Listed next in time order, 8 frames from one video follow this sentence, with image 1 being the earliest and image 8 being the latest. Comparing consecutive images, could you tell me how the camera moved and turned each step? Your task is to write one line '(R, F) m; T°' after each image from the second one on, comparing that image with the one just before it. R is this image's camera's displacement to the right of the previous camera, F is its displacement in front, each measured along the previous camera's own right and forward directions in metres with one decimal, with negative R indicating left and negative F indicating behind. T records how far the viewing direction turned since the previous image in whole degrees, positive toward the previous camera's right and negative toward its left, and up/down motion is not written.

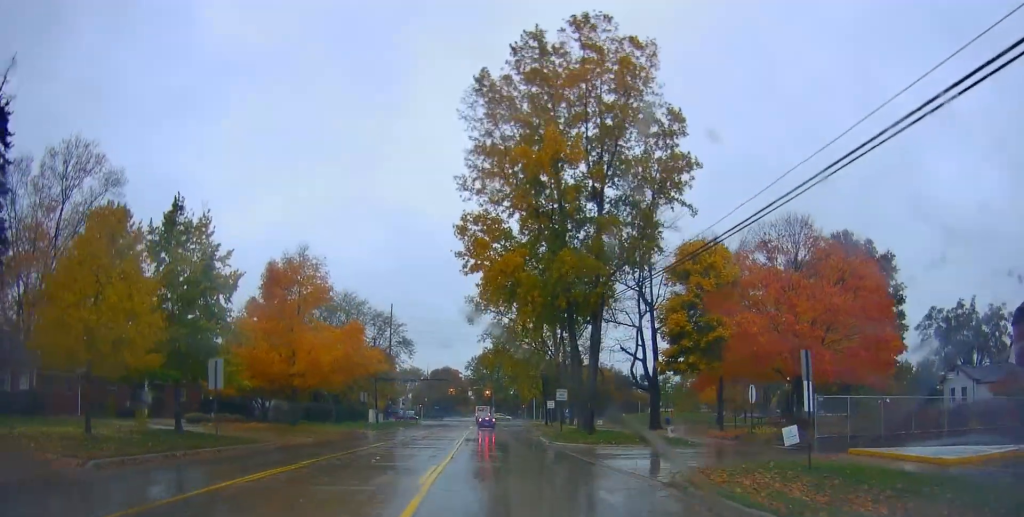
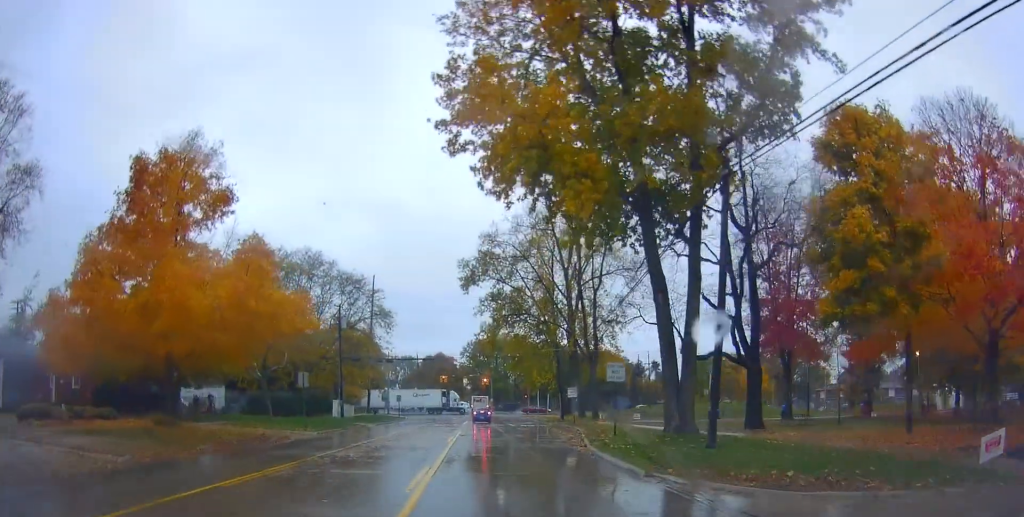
(-0.9, +15.6) m; -5°
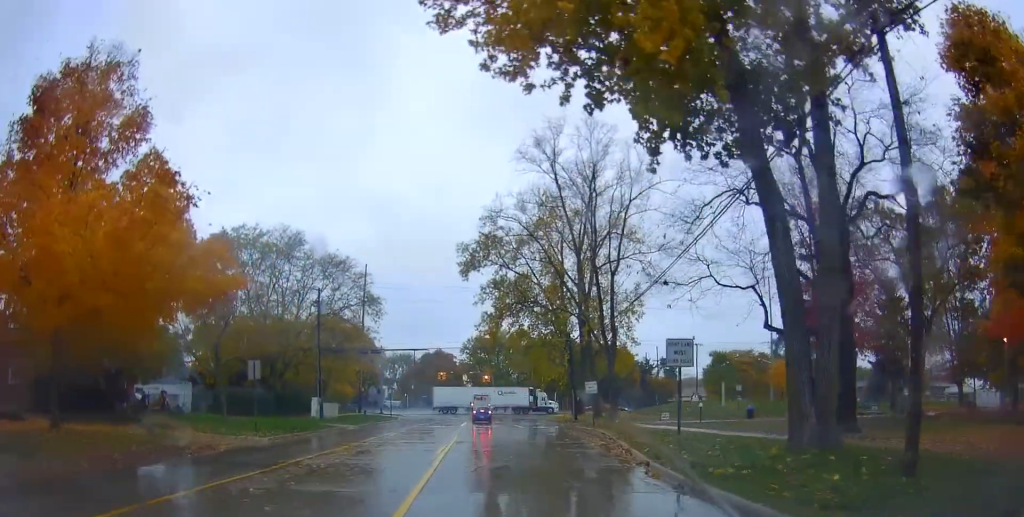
(-0.2, +7.5) m; -1°
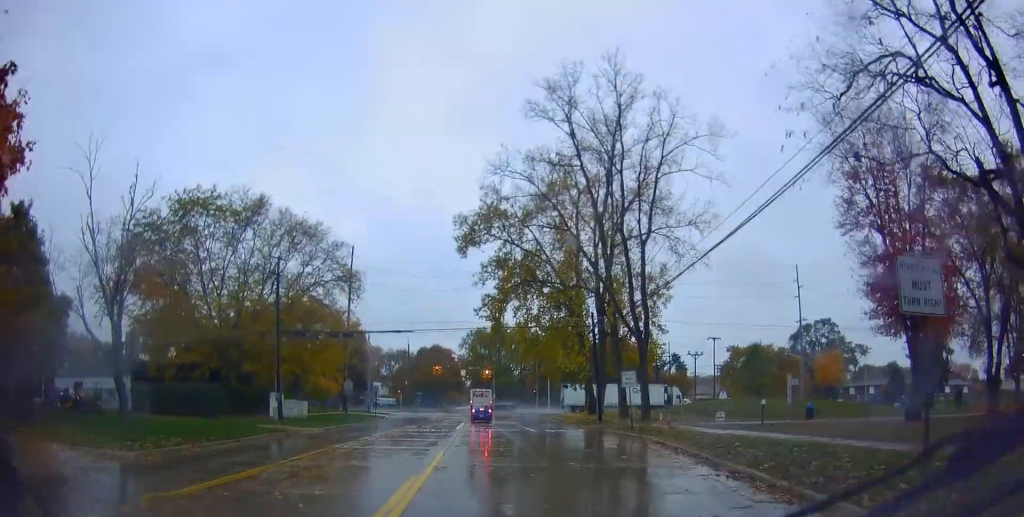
(0.0, +10.0) m; 0°
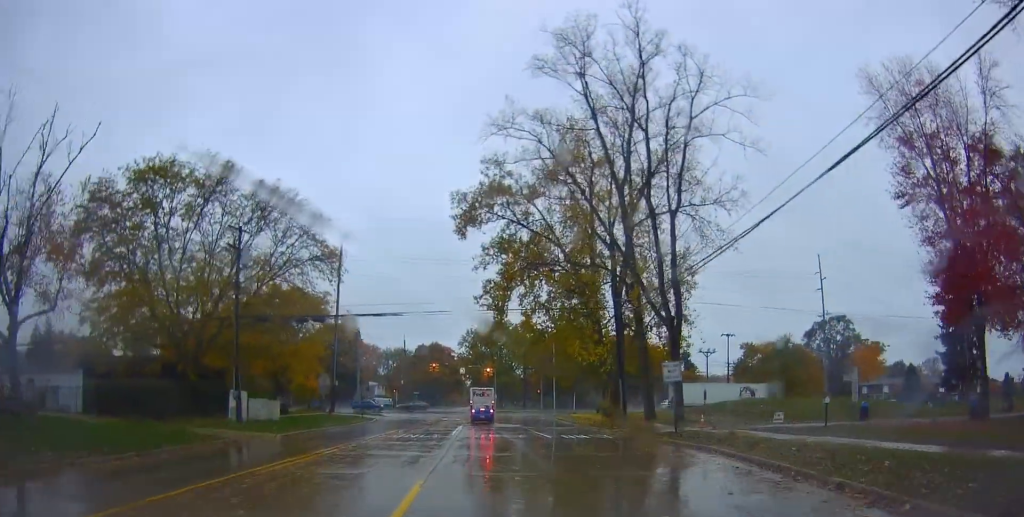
(+0.1, +7.2) m; 0°
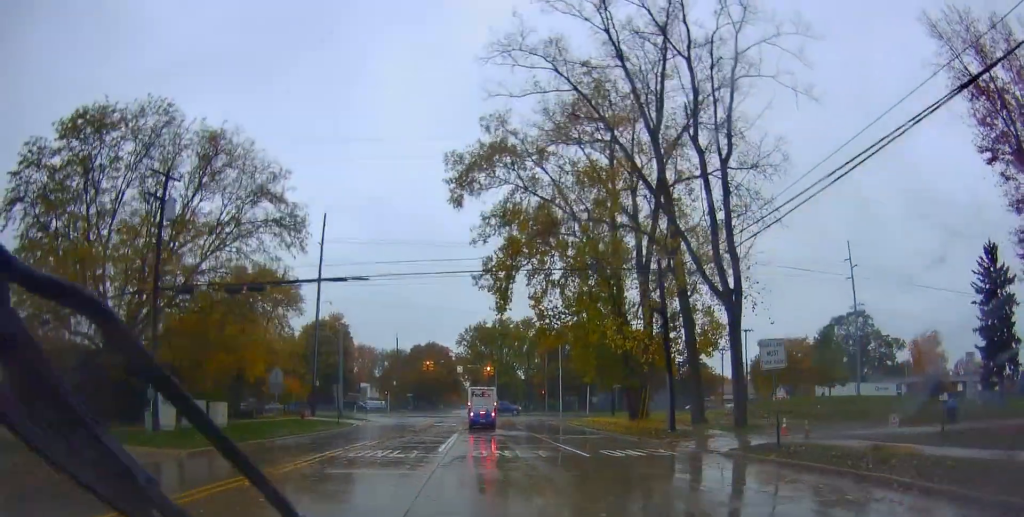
(-0.2, +9.6) m; +1°
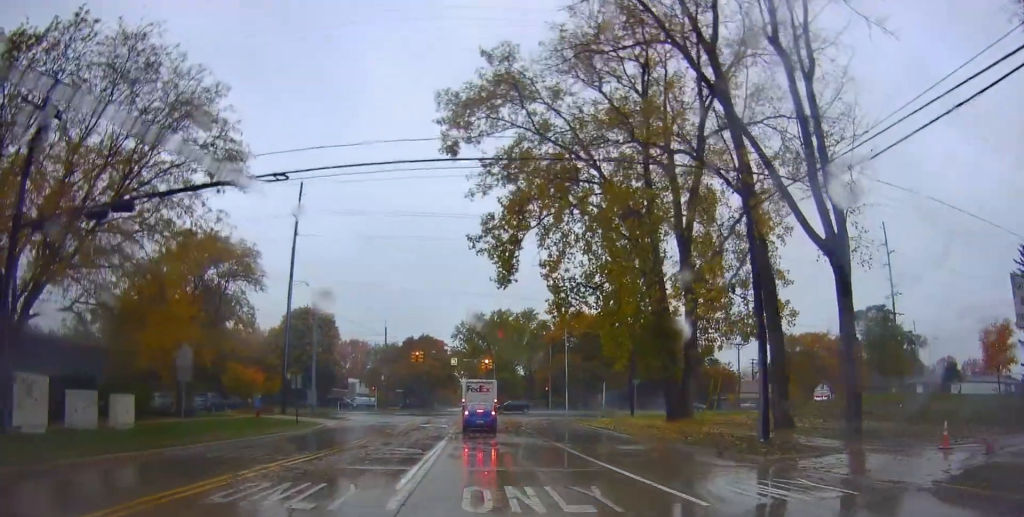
(+0.4, +10.0) m; +2°
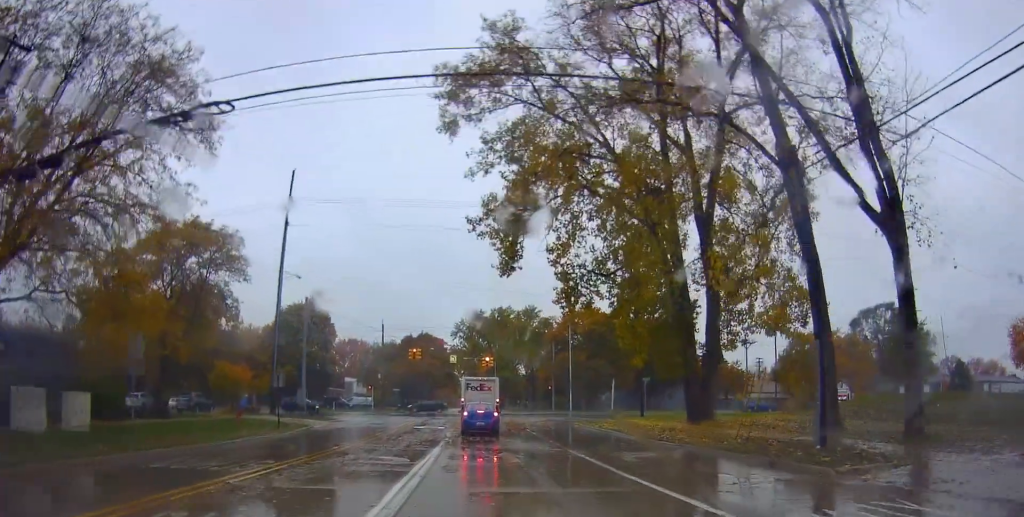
(0.0, +3.6) m; 0°
